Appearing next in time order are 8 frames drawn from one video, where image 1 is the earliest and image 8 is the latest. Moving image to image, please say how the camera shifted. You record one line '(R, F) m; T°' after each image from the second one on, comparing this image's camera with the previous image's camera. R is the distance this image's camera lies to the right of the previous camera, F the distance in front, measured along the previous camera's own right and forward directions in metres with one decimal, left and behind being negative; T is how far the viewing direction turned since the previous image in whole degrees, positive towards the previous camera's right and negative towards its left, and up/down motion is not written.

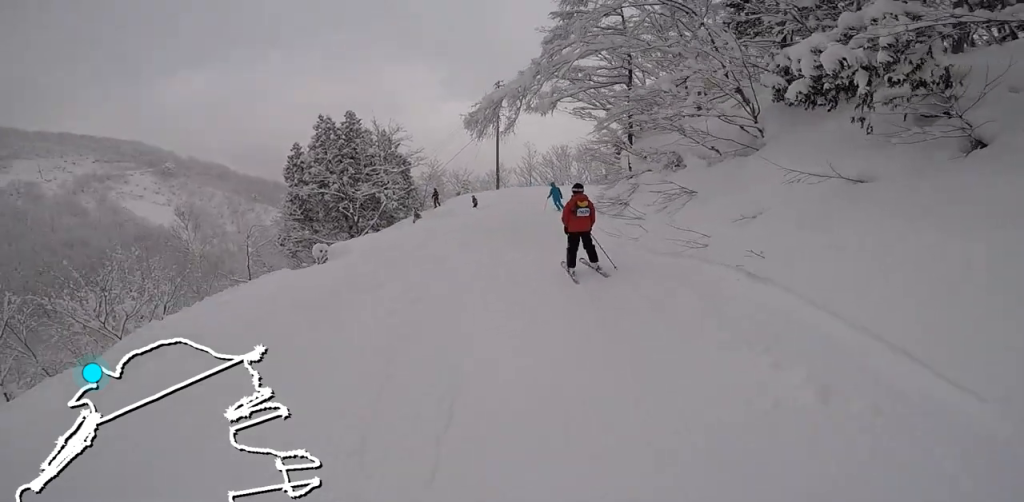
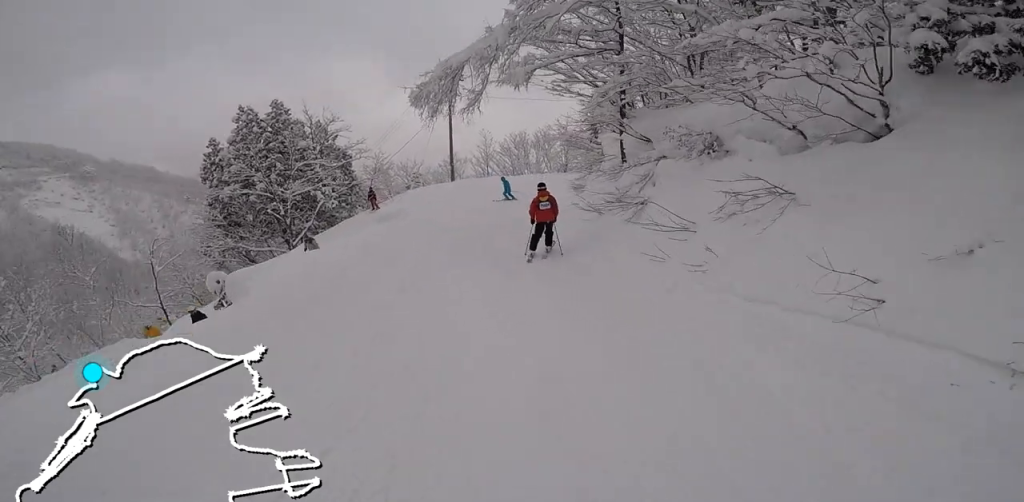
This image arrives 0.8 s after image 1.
(+0.9, +3.2) m; +7°
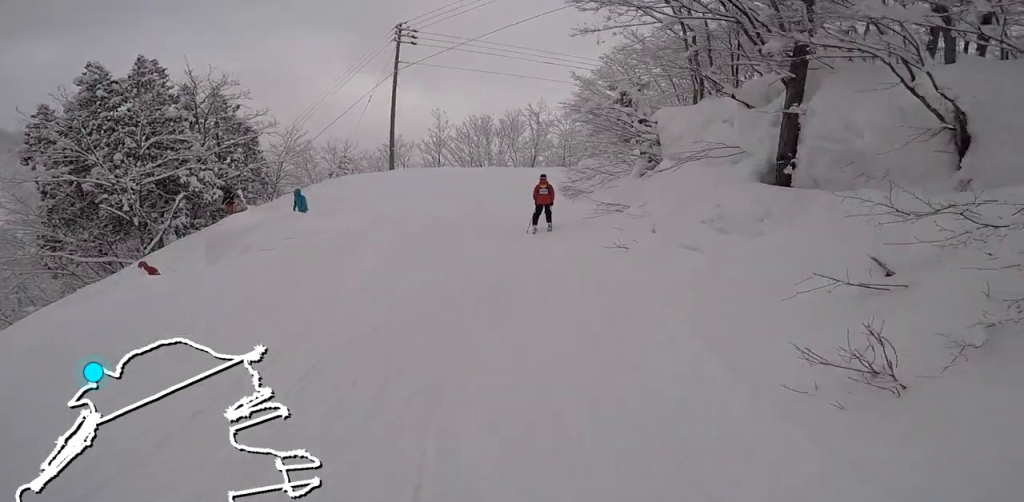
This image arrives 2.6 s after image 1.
(-0.3, +7.6) m; +5°
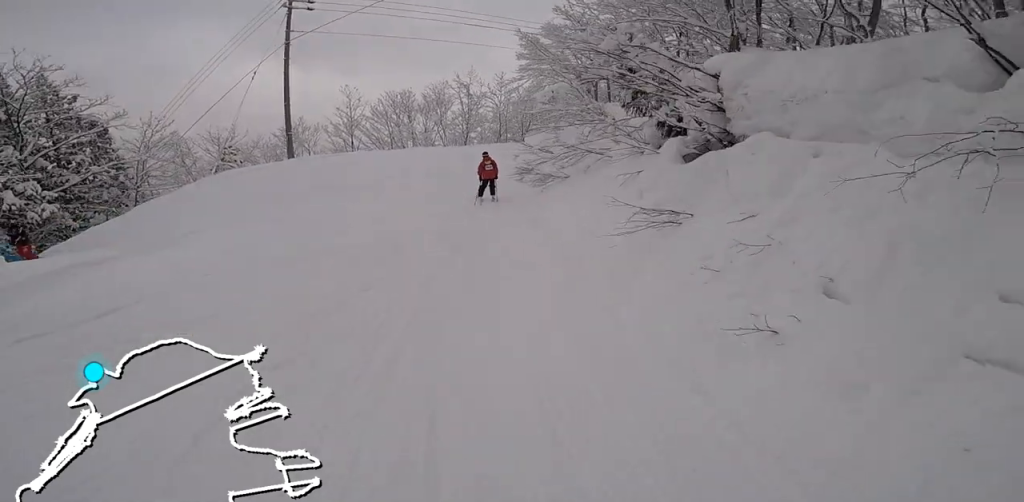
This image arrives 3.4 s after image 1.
(+0.4, +3.2) m; +6°
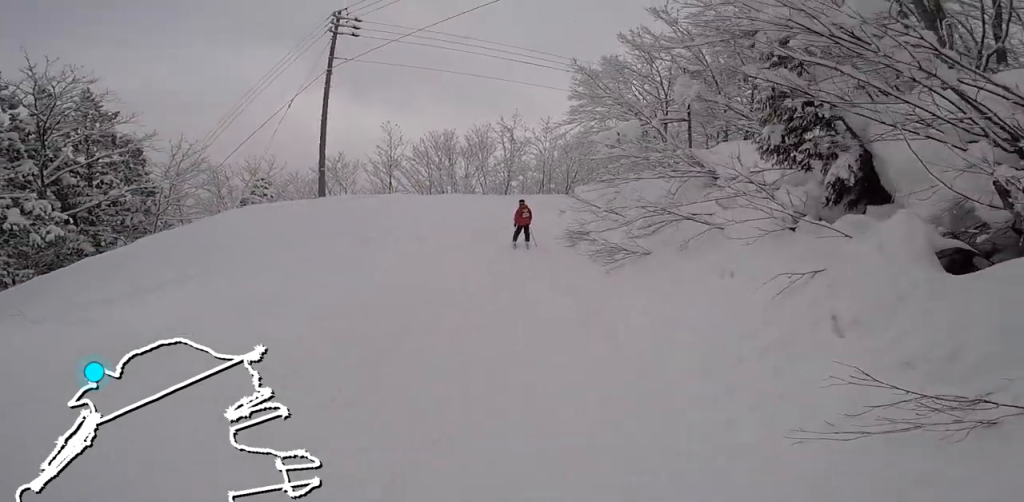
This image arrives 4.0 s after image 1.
(+0.4, +2.6) m; -12°
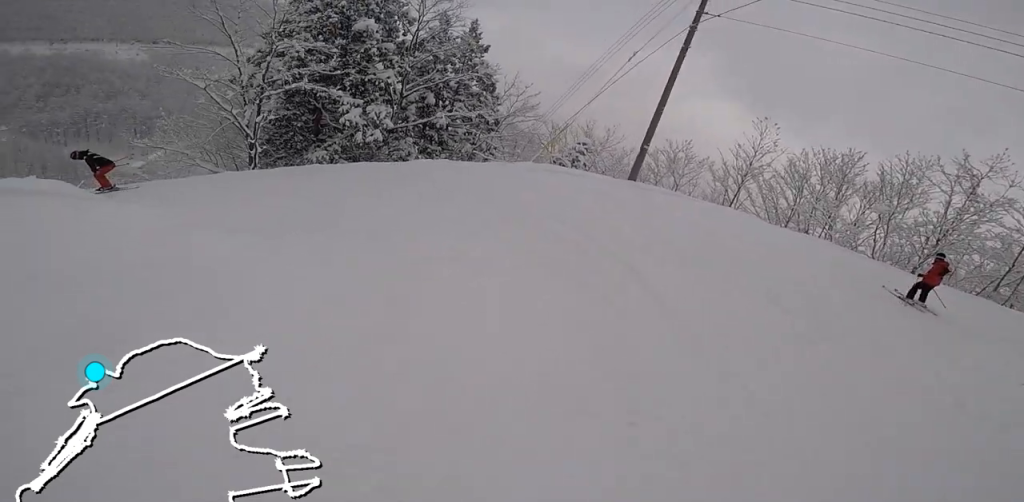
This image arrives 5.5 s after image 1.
(-2.1, +5.0) m; -39°
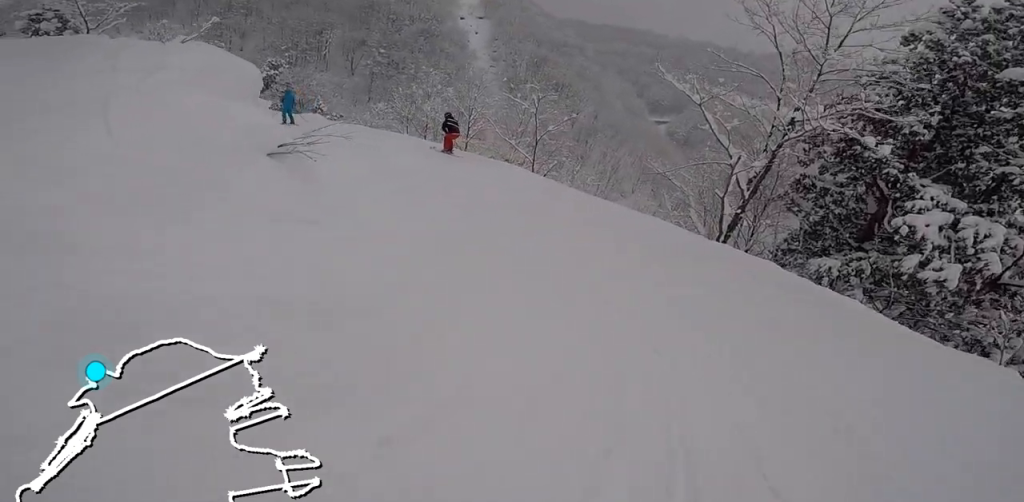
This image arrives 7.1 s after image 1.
(-2.4, +4.2) m; -84°
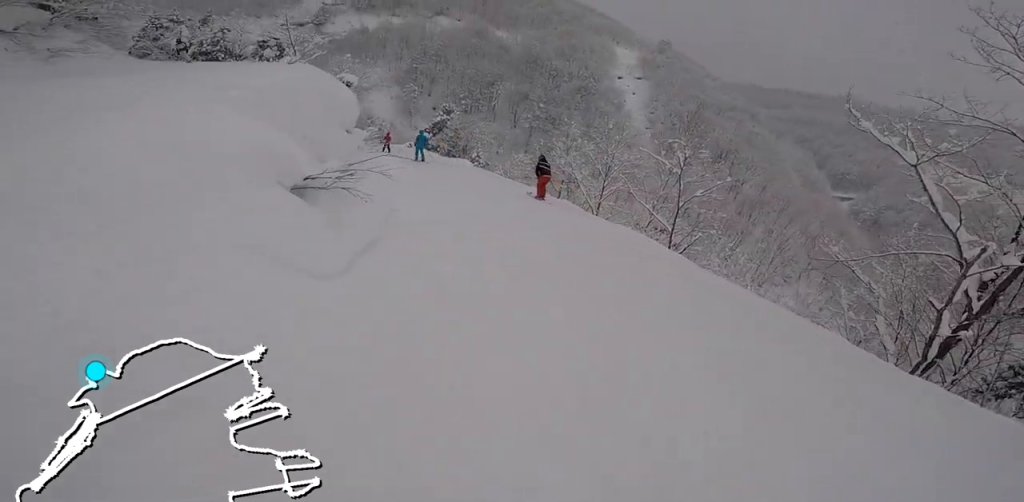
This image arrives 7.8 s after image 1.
(-0.8, +1.7) m; -19°
